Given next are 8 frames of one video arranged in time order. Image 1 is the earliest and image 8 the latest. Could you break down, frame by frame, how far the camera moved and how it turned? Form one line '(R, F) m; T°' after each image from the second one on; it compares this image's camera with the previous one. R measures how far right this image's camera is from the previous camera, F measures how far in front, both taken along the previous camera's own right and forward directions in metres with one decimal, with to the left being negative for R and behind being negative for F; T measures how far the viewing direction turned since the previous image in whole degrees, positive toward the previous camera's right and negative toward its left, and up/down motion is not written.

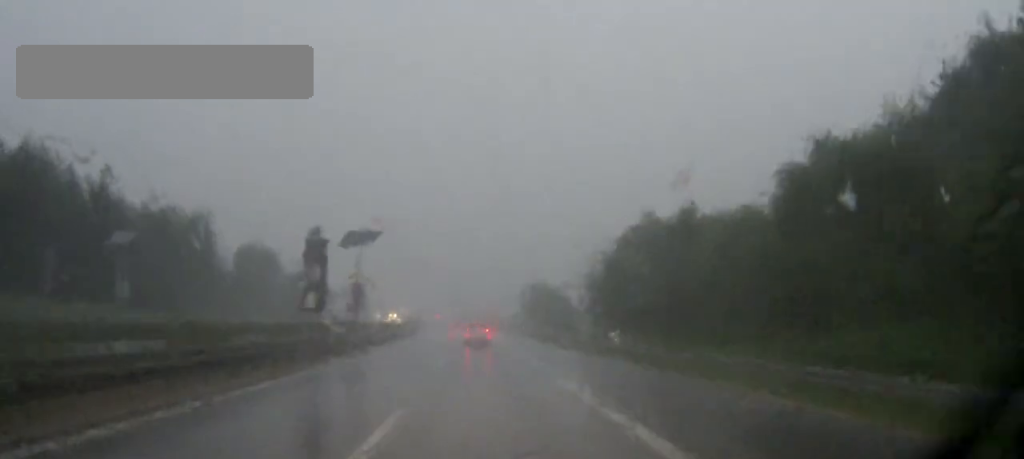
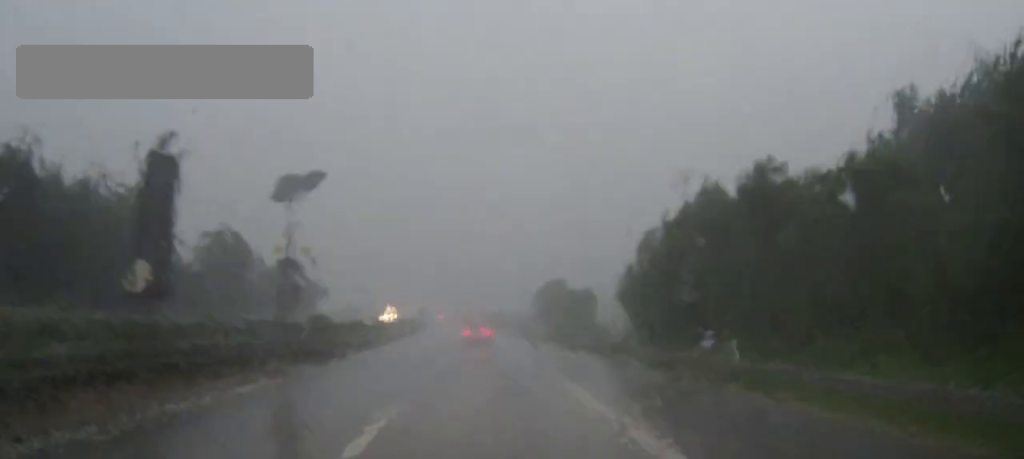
(-0.1, +16.3) m; -1°
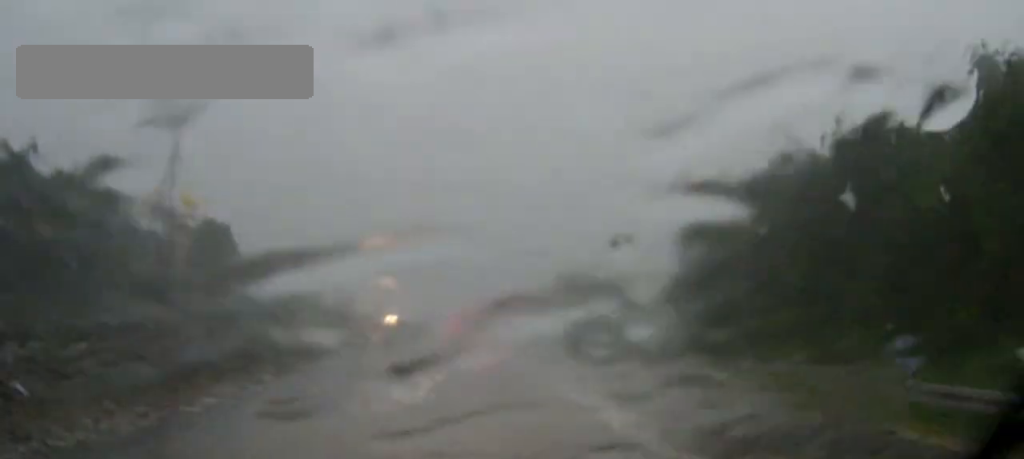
(0.0, +11.8) m; -1°
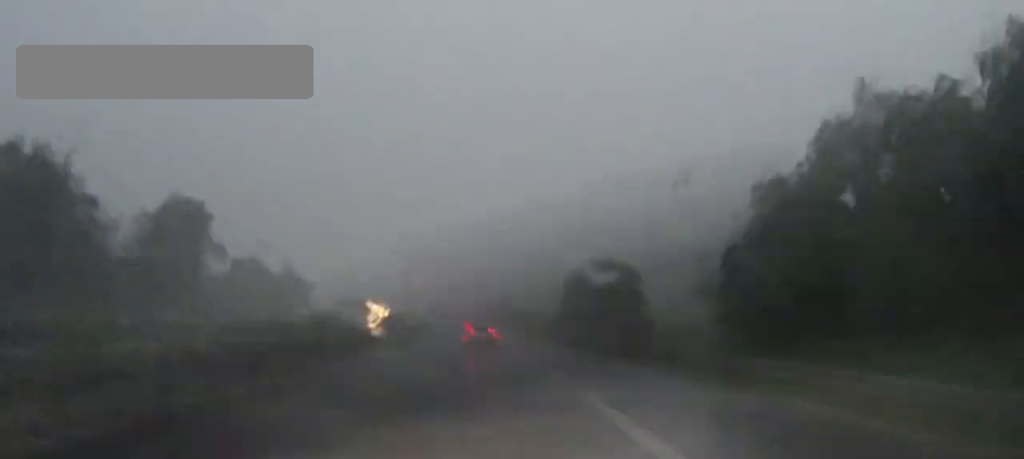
(-0.1, +11.1) m; -1°
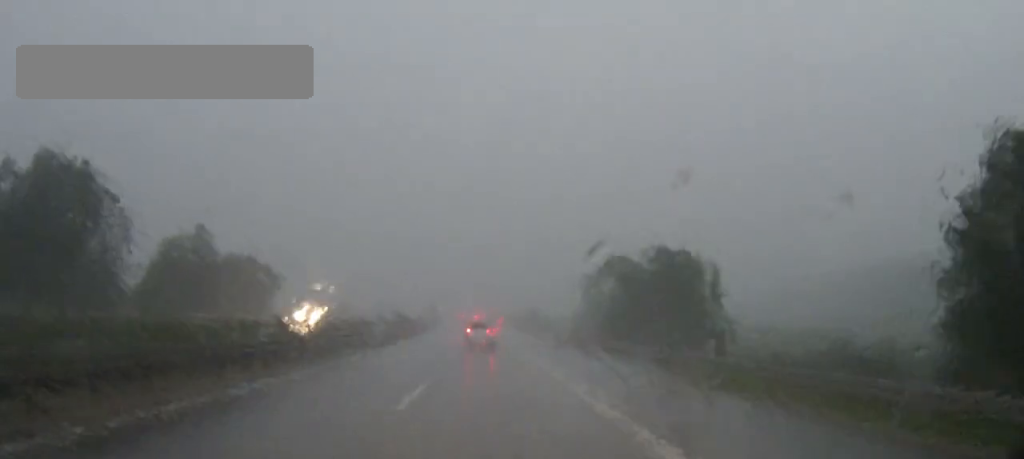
(-0.2, +24.1) m; -1°
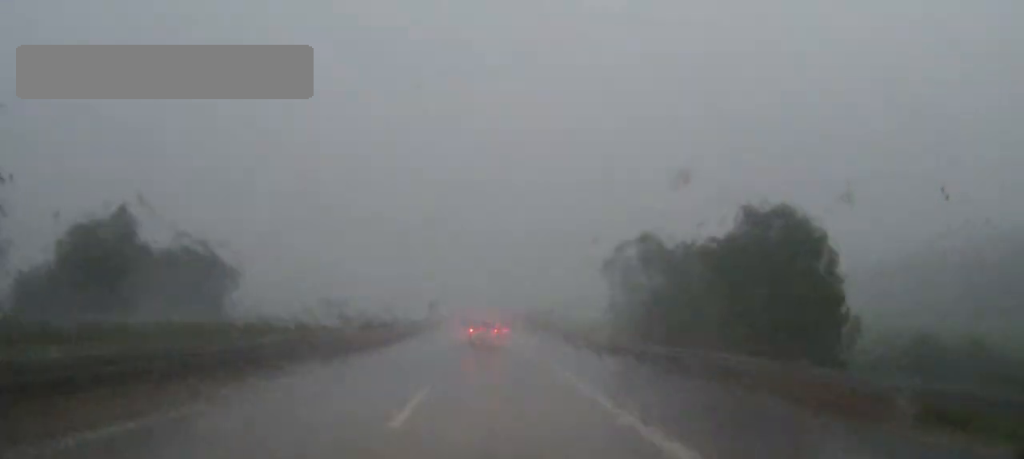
(0.0, +19.5) m; 0°
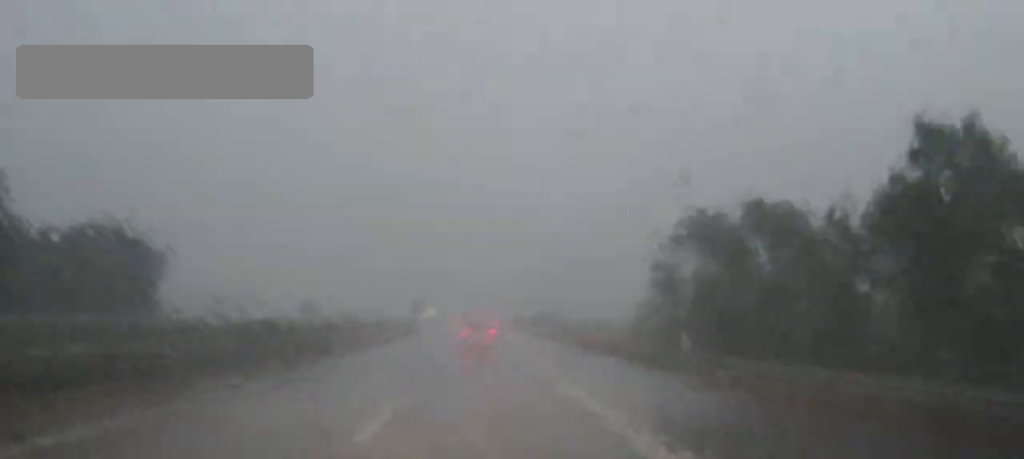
(0.0, +18.7) m; 0°
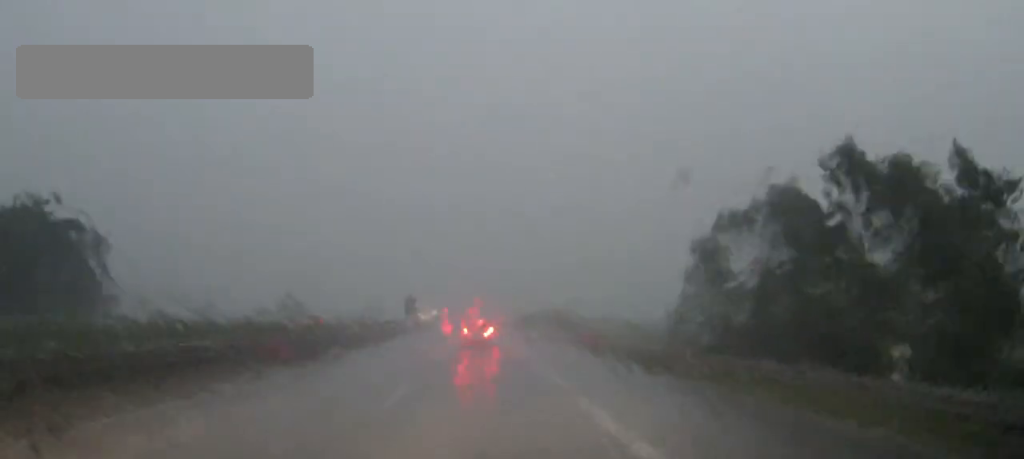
(0.0, +13.1) m; 0°
